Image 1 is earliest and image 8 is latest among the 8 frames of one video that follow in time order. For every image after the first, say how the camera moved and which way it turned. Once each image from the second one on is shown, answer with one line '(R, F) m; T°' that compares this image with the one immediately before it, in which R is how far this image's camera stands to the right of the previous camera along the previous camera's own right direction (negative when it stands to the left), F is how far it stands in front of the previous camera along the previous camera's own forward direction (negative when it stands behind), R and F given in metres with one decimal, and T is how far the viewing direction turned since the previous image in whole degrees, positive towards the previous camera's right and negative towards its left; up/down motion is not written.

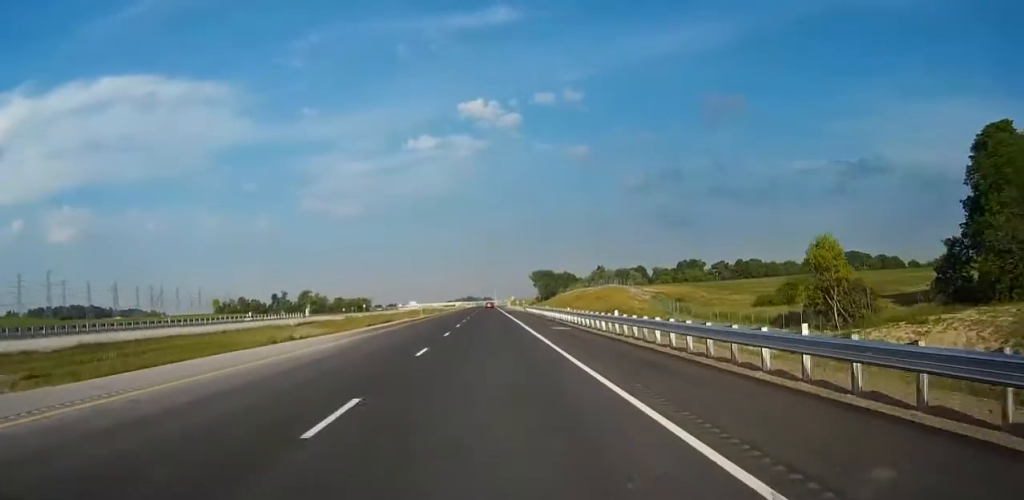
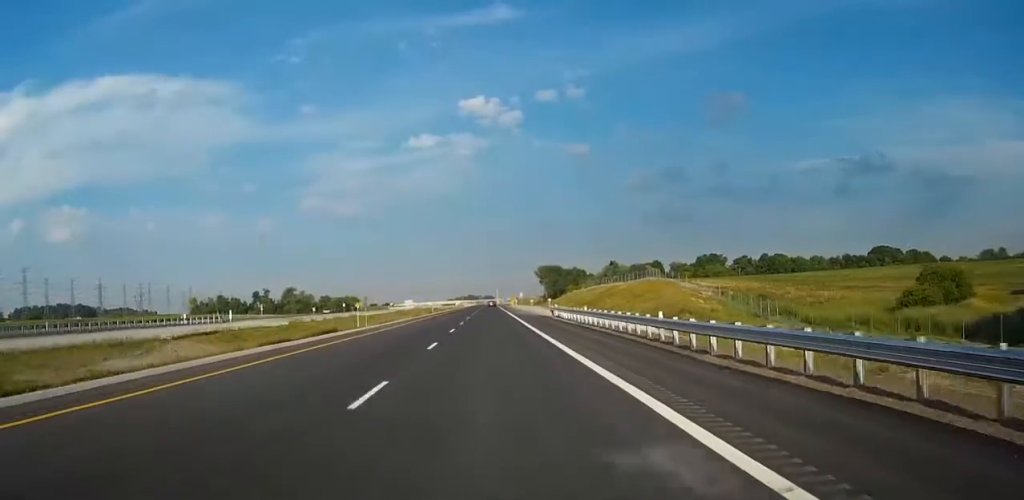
(0.0, +45.2) m; 0°
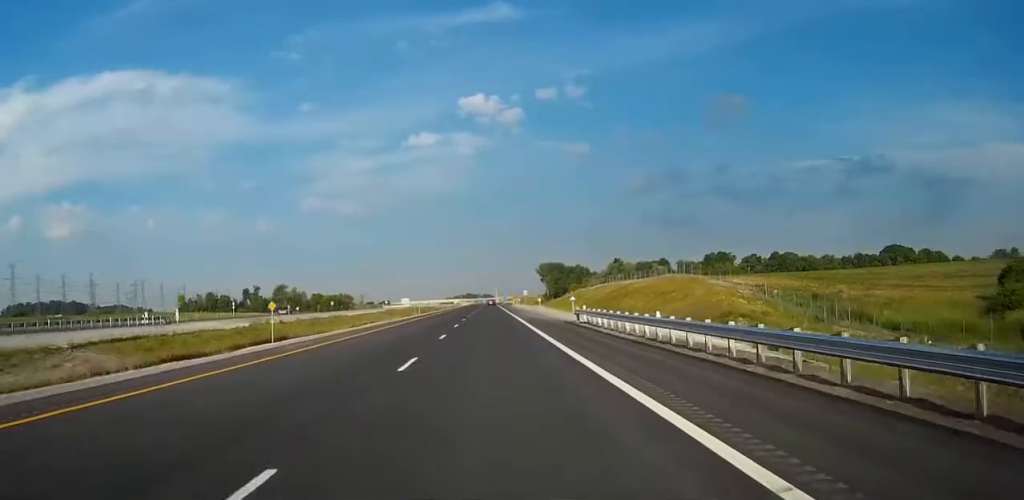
(0.0, +18.5) m; 0°
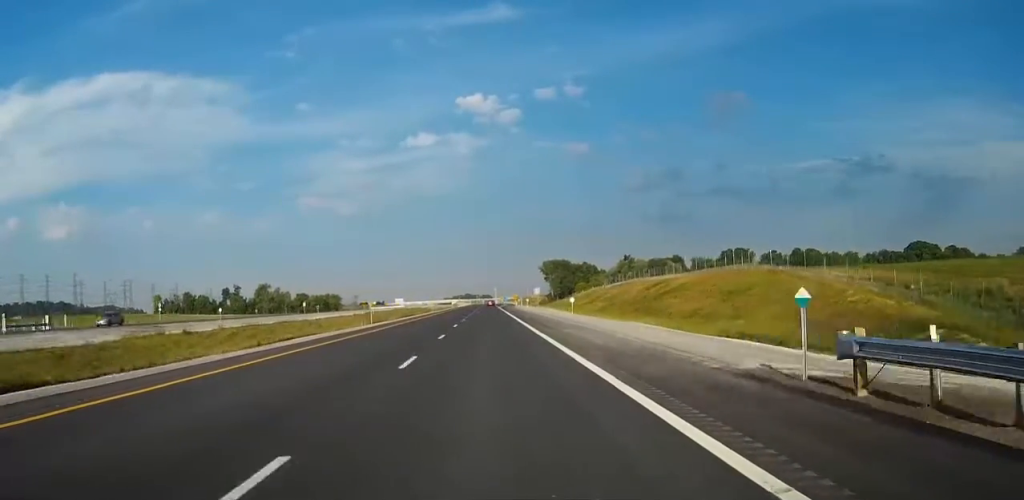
(0.0, +35.0) m; 0°
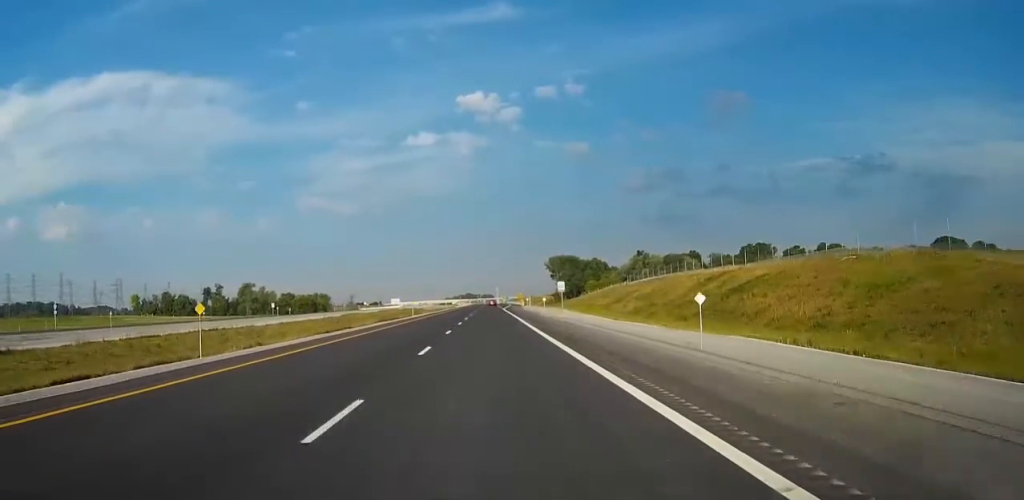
(0.0, +31.9) m; 0°
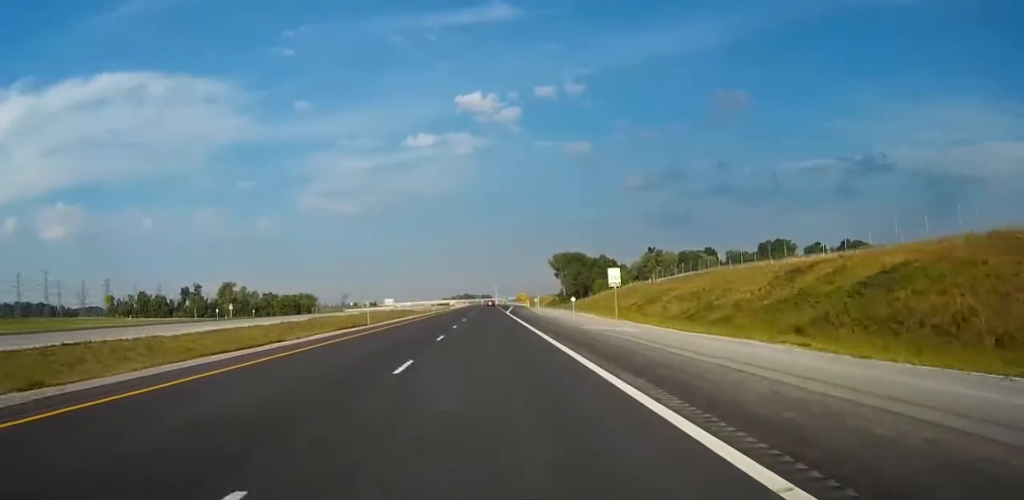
(0.0, +28.8) m; 0°
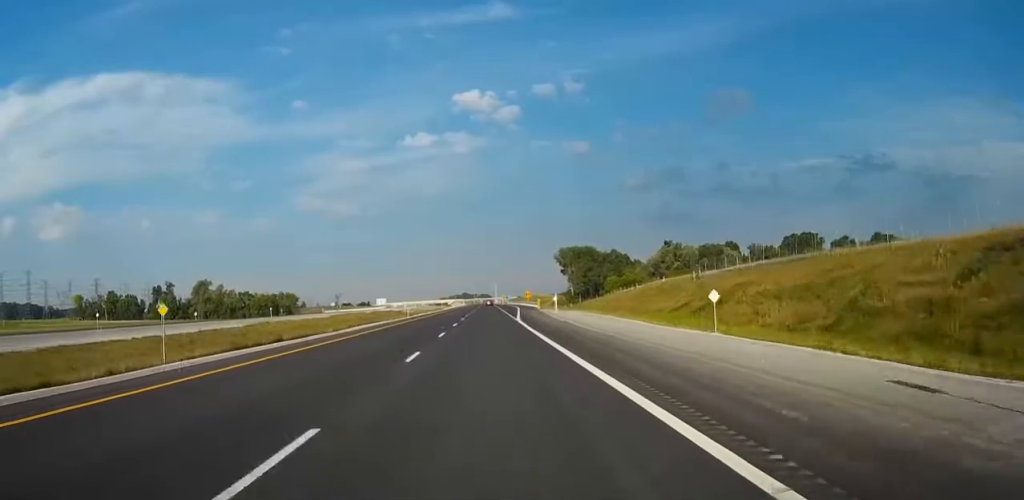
(0.0, +32.9) m; 0°
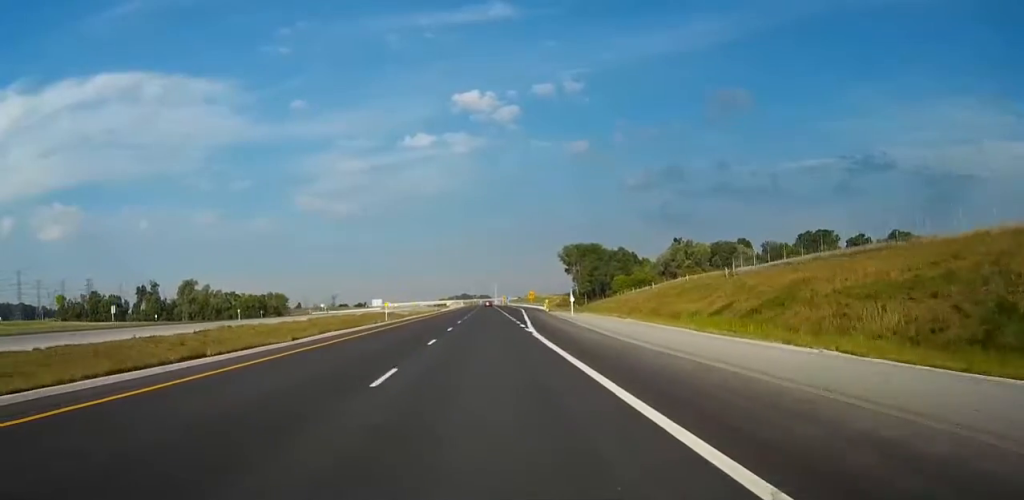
(0.0, +16.4) m; 0°
